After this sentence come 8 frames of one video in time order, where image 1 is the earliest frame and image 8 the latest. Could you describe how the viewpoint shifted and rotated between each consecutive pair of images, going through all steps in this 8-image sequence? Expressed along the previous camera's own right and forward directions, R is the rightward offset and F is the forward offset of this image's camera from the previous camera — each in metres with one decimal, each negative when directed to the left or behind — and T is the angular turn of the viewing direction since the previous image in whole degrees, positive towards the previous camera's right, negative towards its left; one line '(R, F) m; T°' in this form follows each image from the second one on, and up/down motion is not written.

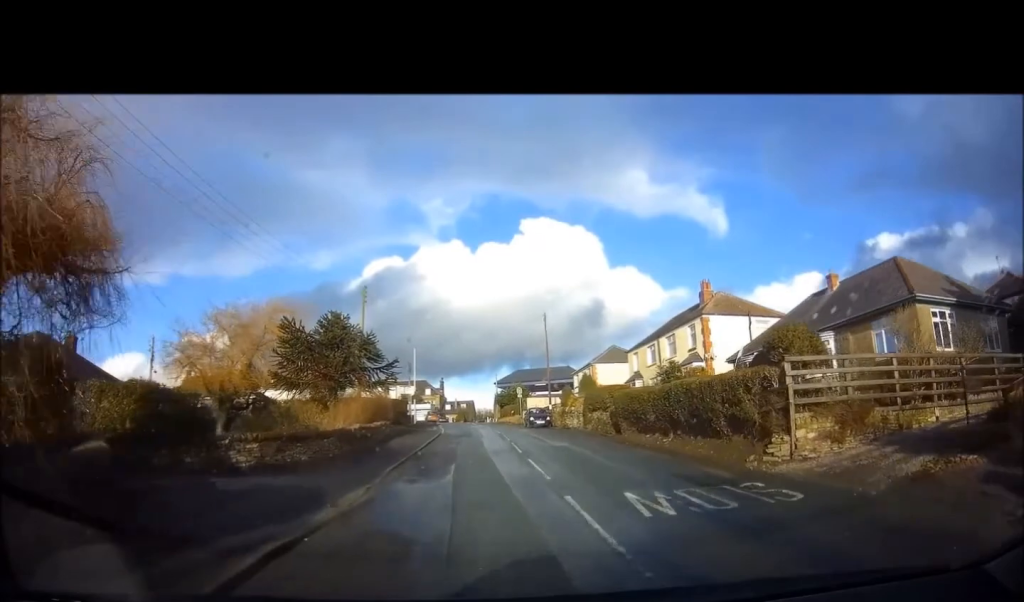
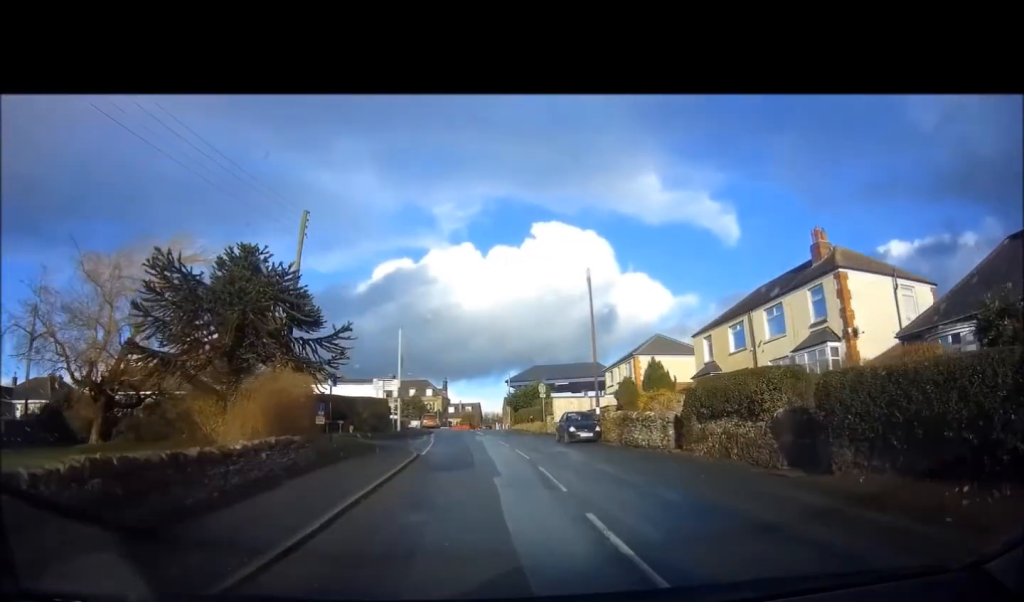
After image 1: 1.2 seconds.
(-0.1, +13.4) m; -1°
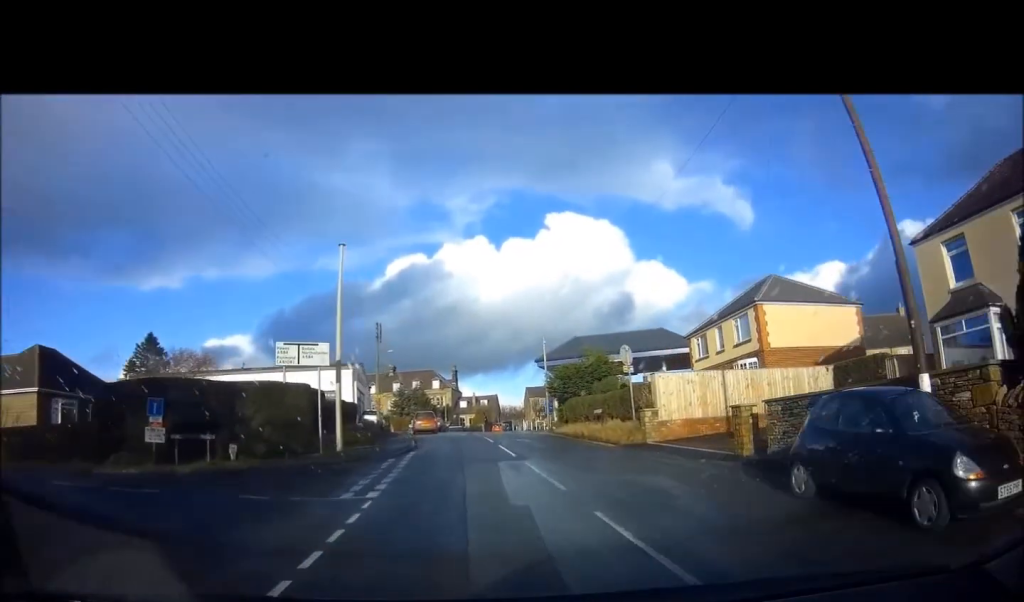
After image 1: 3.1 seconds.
(-0.3, +18.7) m; -2°
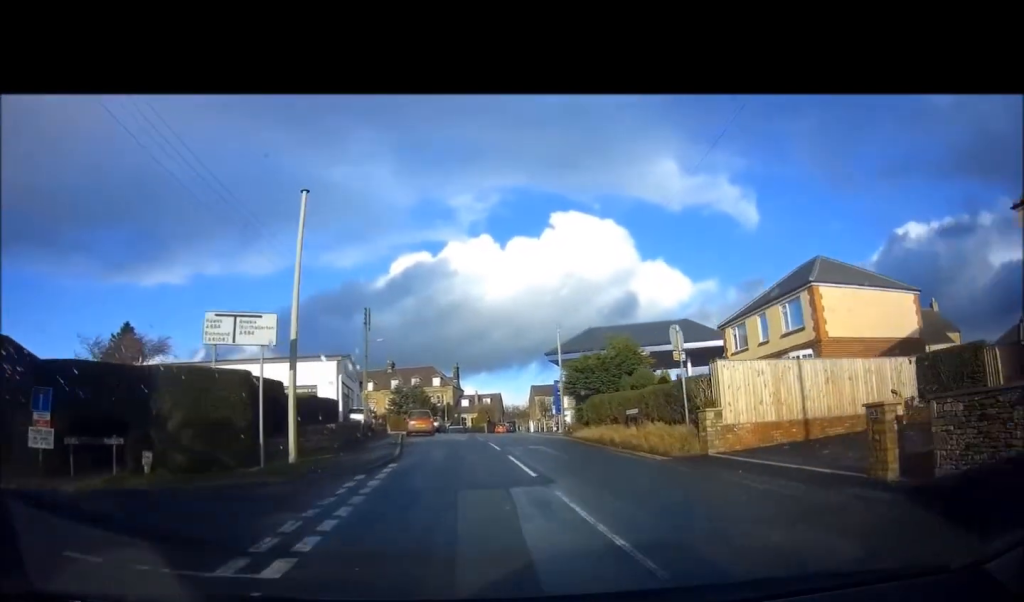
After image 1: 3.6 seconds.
(0.0, +4.8) m; -1°
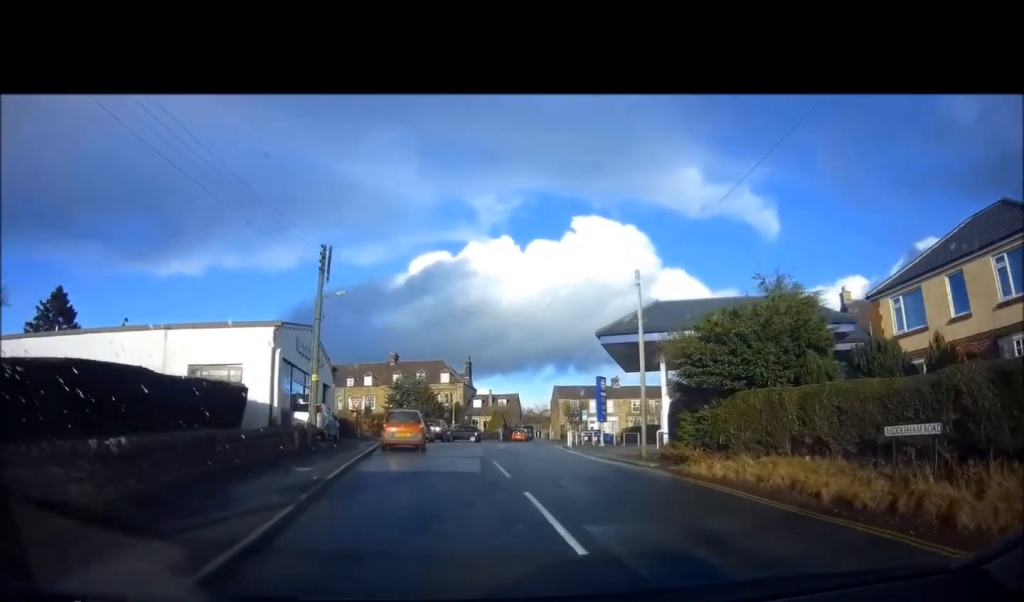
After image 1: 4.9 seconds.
(-0.1, +12.0) m; -1°
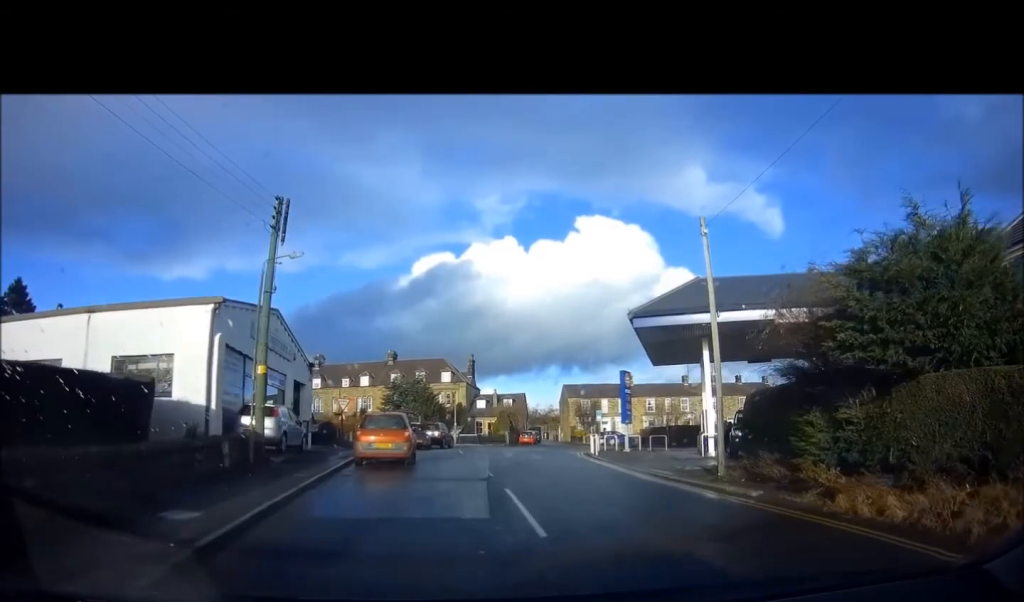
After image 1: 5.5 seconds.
(0.0, +5.1) m; 0°
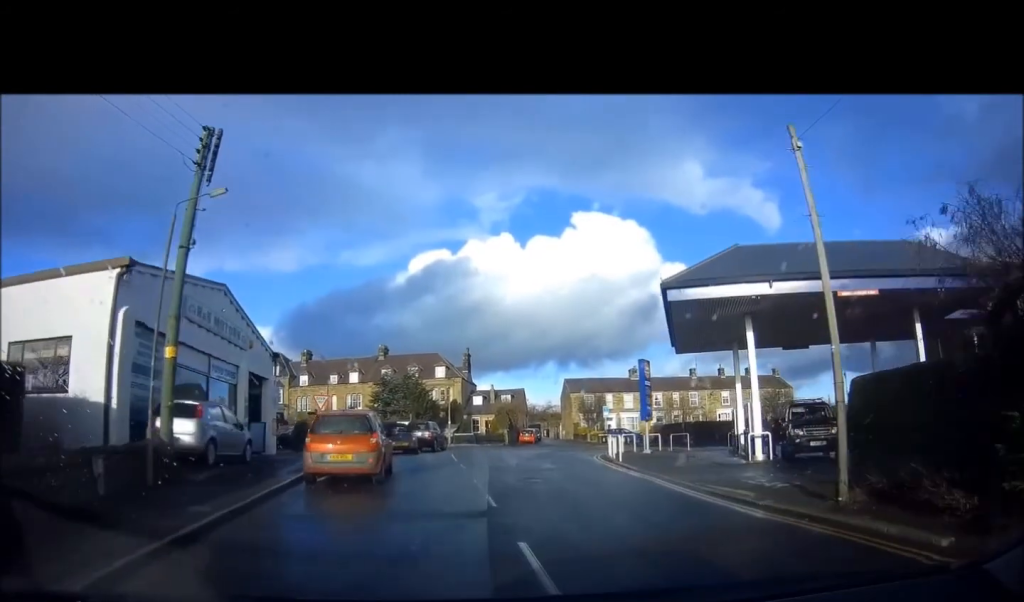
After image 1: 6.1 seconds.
(0.0, +4.2) m; 0°
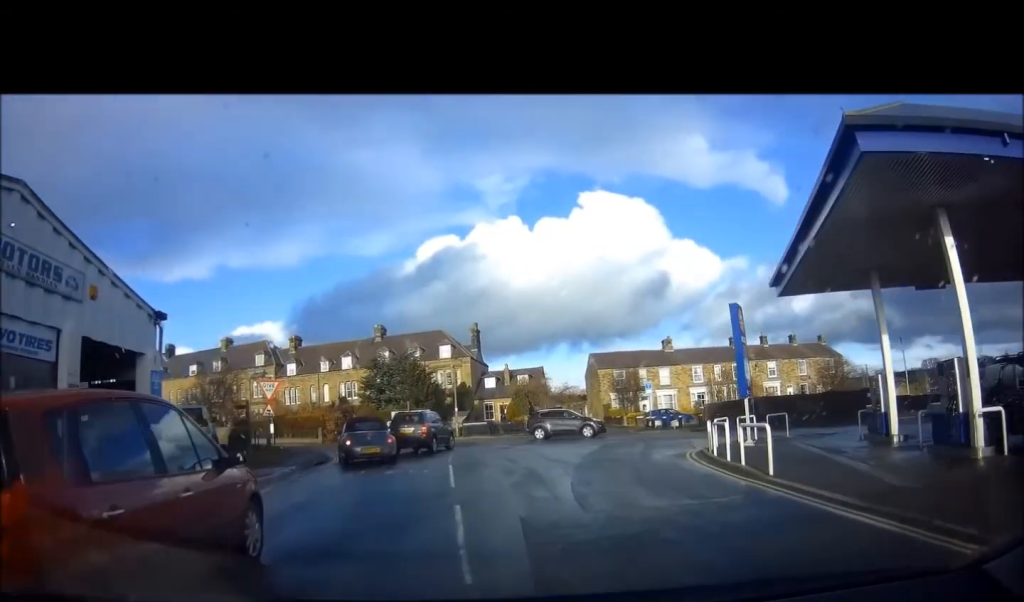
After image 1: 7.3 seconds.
(-0.1, +9.2) m; -3°
